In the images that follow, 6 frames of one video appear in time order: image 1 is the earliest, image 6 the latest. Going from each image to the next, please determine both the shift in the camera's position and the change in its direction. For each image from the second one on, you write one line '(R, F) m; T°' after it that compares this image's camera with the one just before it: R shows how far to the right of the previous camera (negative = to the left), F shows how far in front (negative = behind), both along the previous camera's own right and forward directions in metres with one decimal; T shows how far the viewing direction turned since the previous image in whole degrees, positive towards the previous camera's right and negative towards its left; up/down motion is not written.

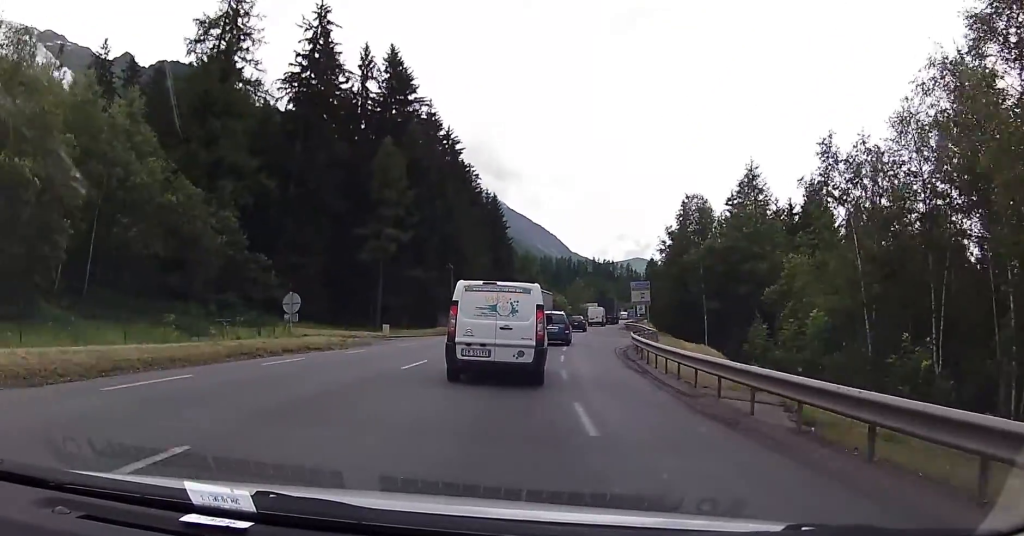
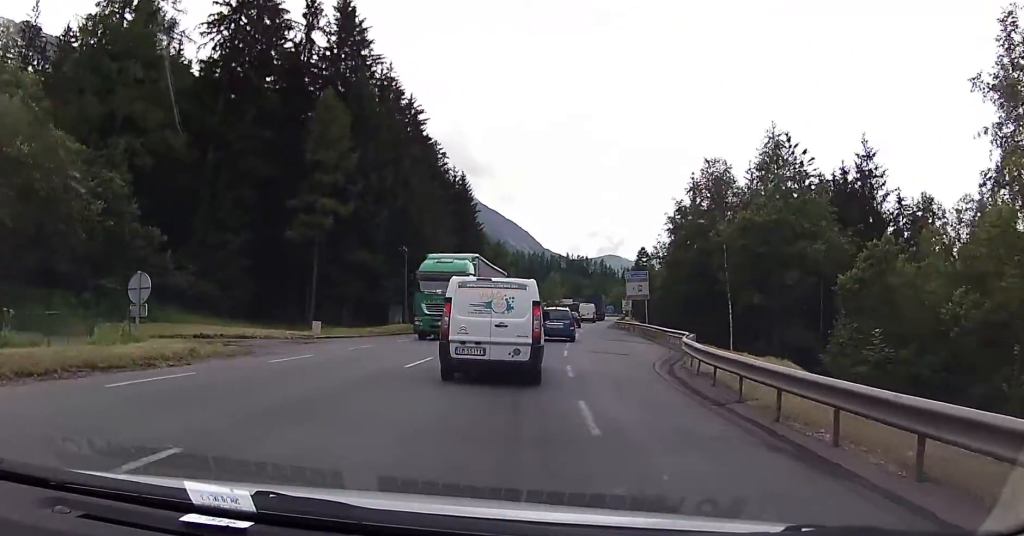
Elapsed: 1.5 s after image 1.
(+0.1, +11.9) m; 0°
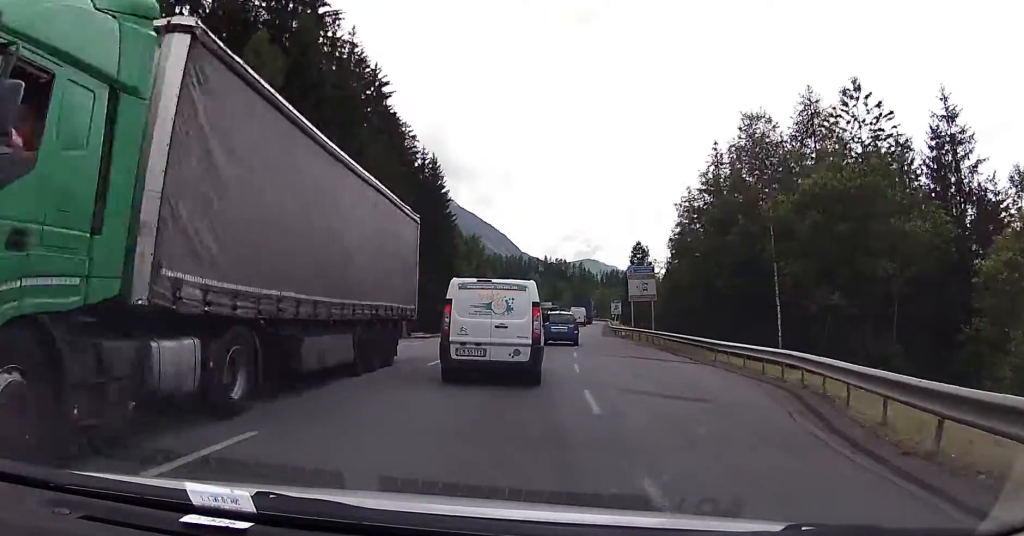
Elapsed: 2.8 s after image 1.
(+0.3, +11.6) m; +4°
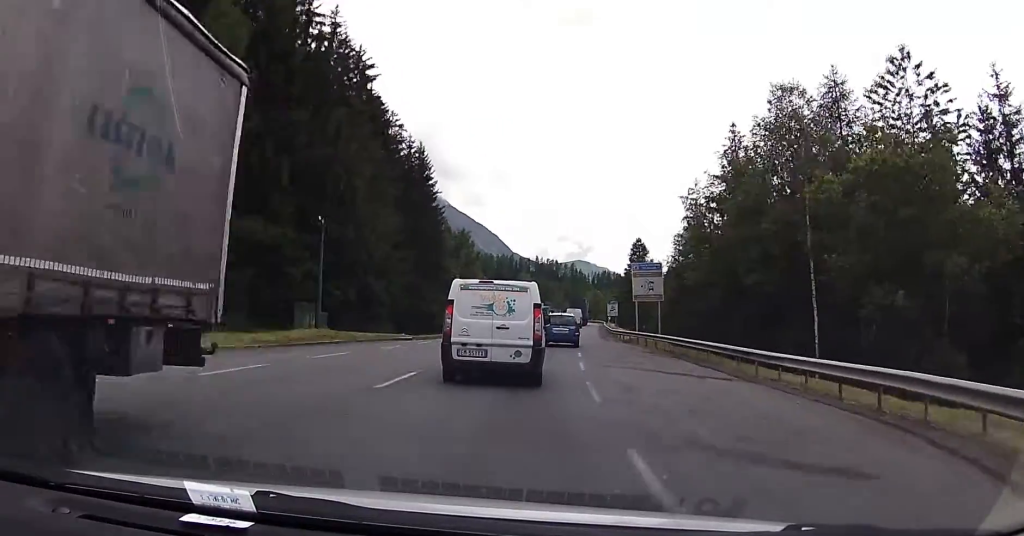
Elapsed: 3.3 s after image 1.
(+0.3, +5.1) m; +1°
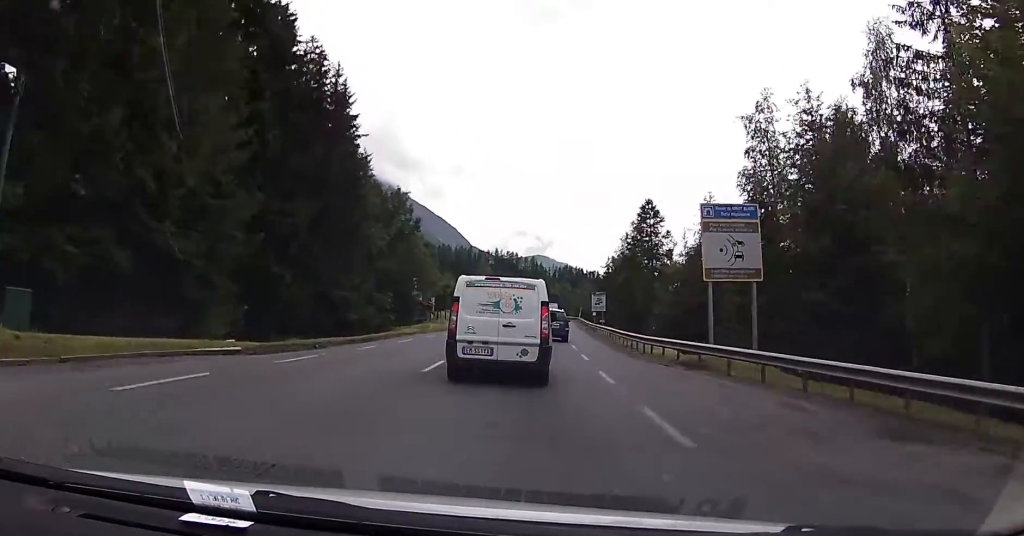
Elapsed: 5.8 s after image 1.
(+0.5, +22.9) m; +4°
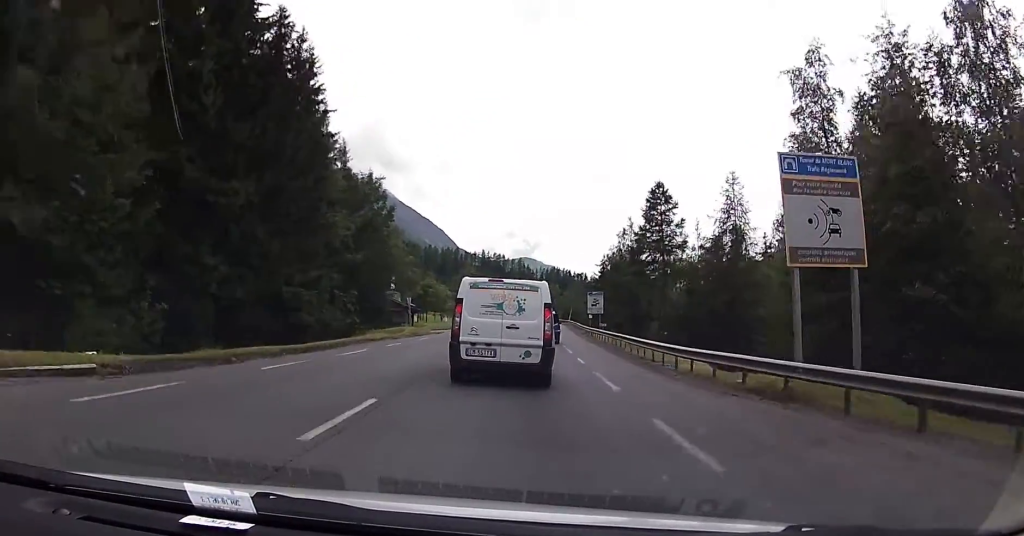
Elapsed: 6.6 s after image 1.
(+0.1, +7.4) m; 0°
